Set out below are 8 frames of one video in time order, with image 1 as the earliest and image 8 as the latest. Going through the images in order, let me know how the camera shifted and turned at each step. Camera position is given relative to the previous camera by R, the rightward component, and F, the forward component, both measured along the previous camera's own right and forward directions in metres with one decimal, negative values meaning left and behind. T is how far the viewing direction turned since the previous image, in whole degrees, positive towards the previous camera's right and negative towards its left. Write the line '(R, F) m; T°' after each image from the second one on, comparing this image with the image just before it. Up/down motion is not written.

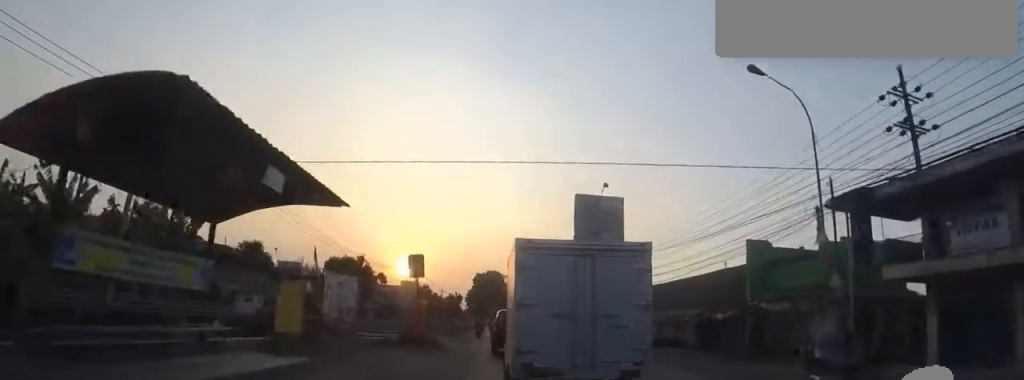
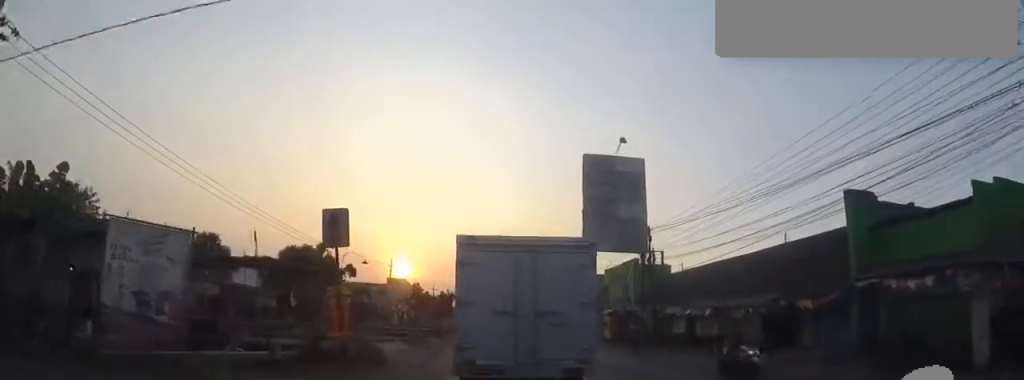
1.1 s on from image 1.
(-0.4, +8.7) m; -4°
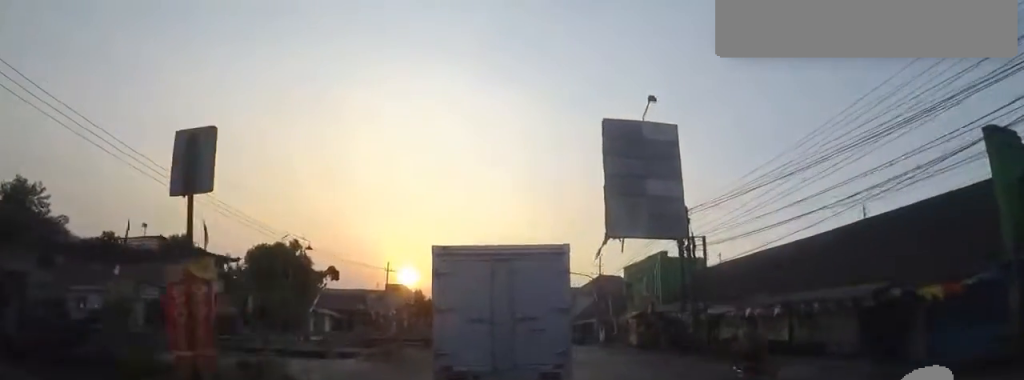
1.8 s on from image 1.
(0.0, +6.1) m; 0°
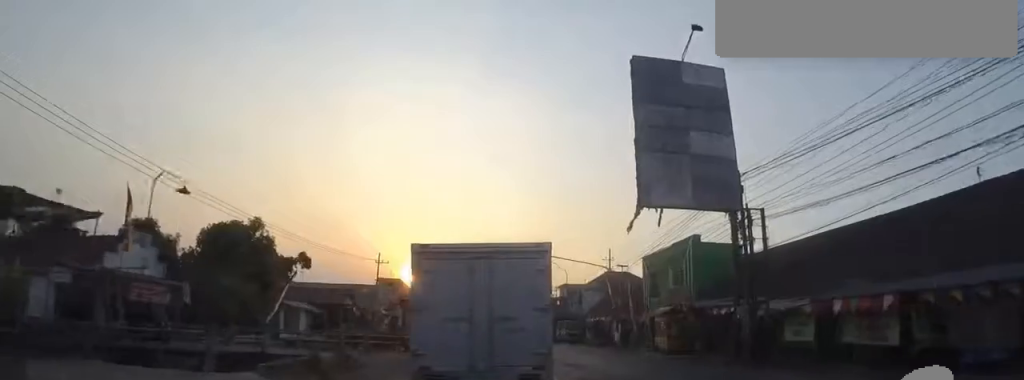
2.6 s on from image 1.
(-0.2, +5.8) m; +1°
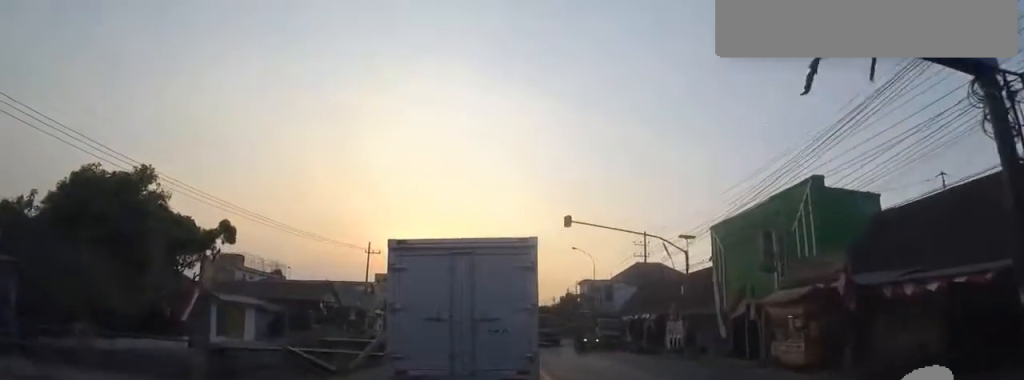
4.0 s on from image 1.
(+0.6, +10.5) m; +4°
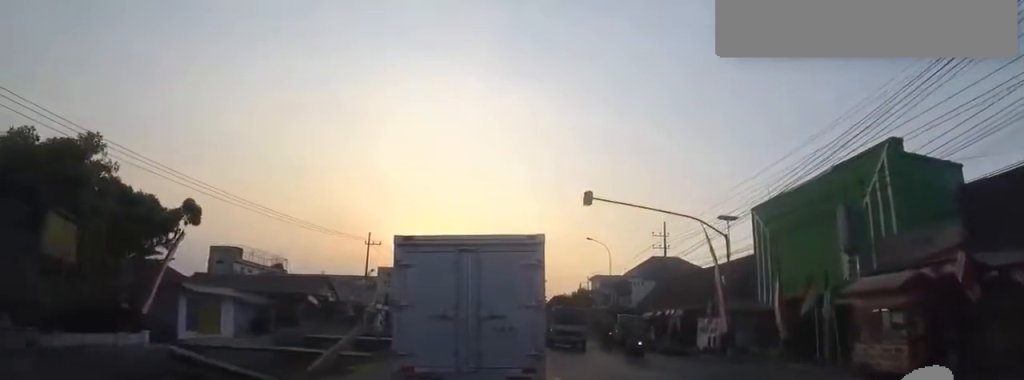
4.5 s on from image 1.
(0.0, +3.7) m; 0°
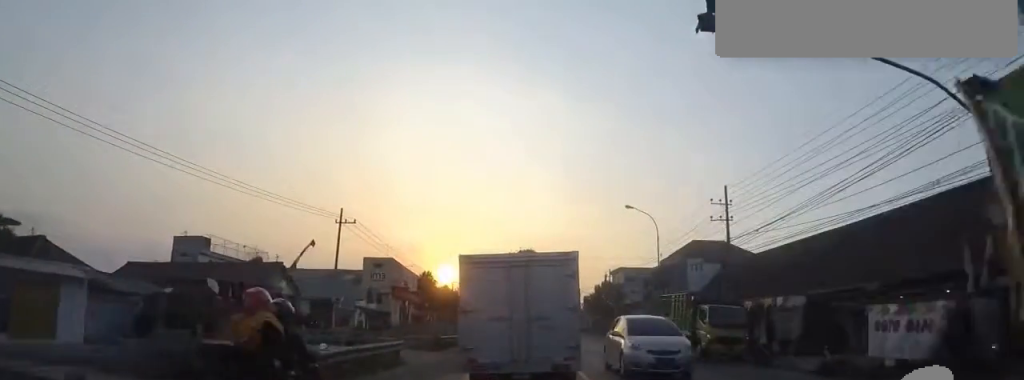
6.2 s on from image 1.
(-0.9, +13.3) m; -7°
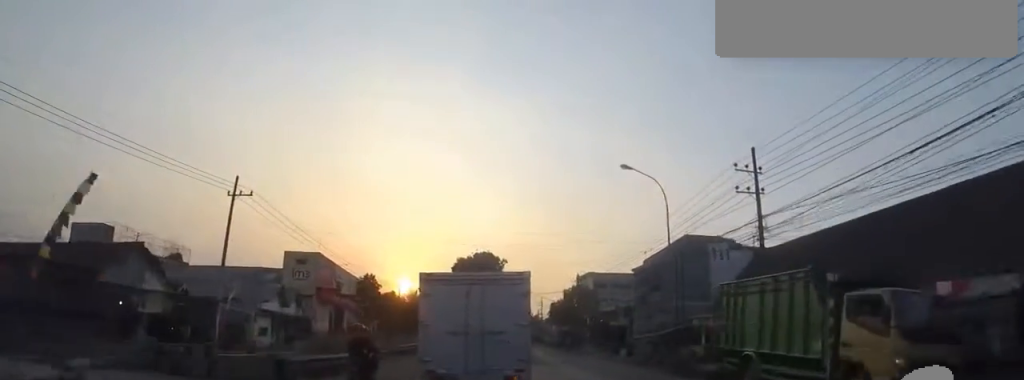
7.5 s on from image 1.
(-0.1, +12.3) m; +7°
